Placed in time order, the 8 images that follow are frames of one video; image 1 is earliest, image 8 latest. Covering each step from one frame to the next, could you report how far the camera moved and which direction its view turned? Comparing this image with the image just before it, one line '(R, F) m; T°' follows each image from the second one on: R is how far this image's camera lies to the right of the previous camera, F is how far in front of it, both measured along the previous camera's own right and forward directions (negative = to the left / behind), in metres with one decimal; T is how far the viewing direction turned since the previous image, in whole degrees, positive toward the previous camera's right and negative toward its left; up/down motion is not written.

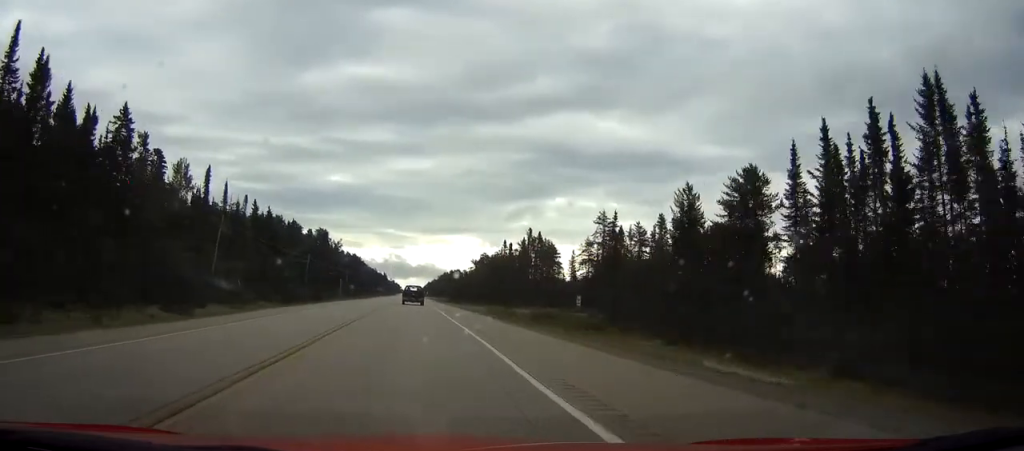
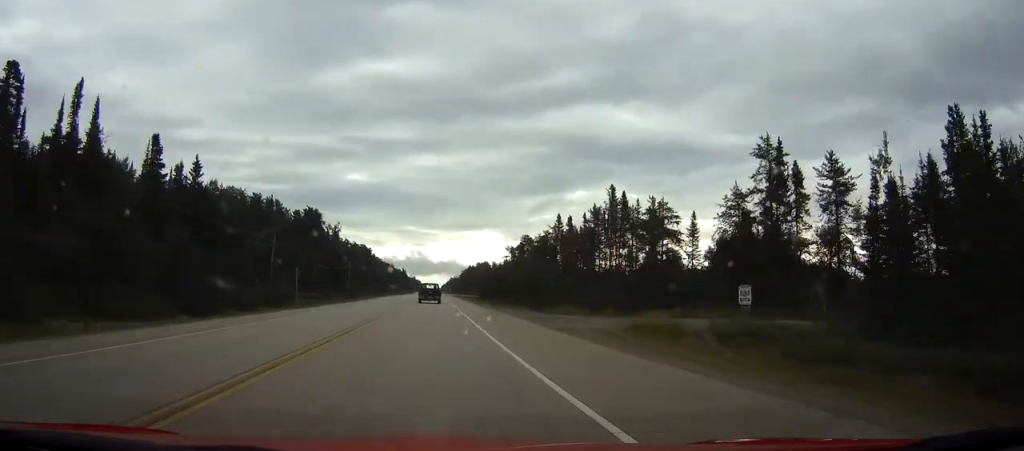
(0.0, +47.7) m; -3°
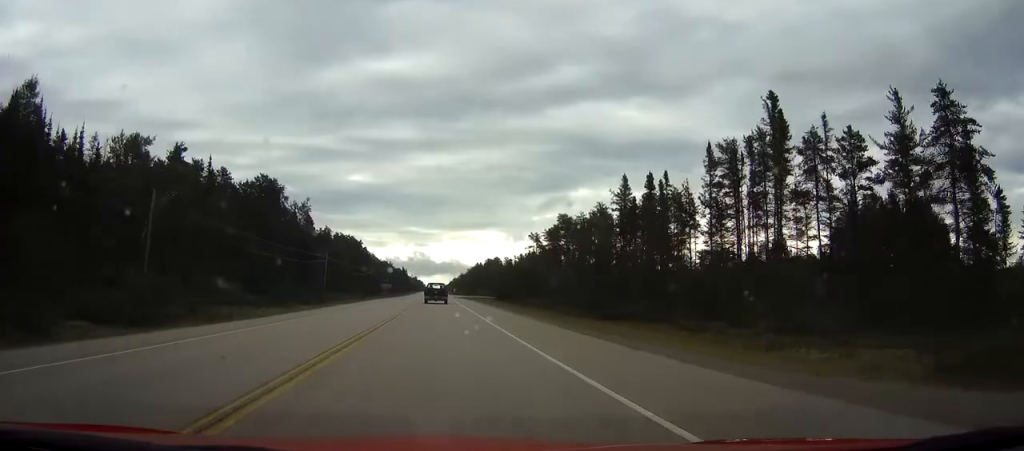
(-2.4, +42.8) m; -3°
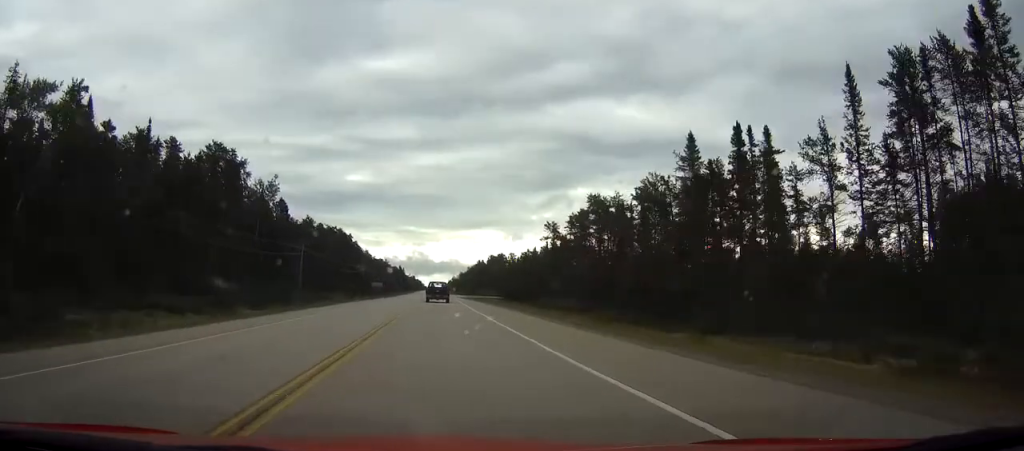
(+0.1, +23.5) m; 0°
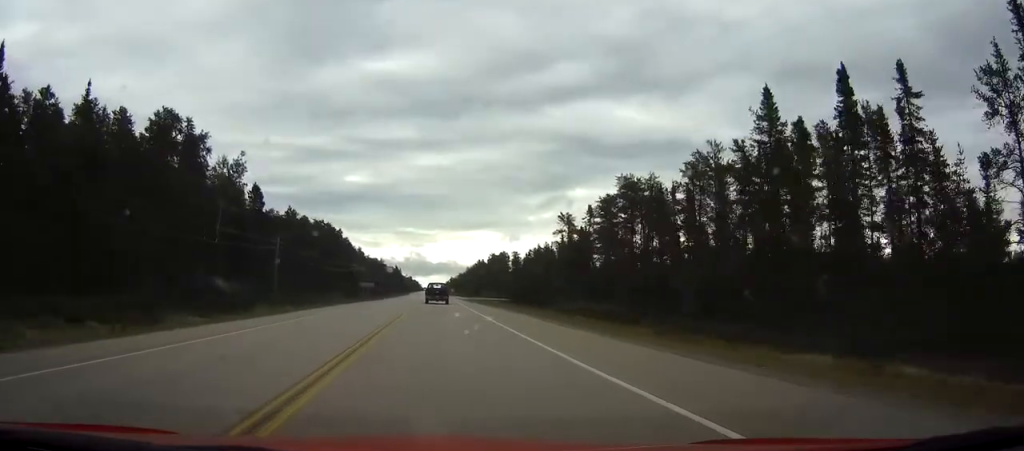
(0.0, +16.4) m; 0°
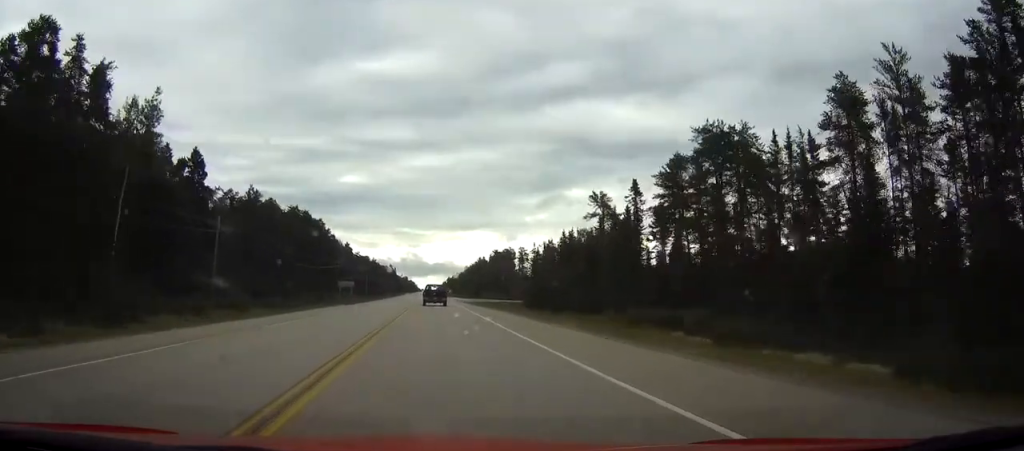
(+0.1, +25.7) m; 0°
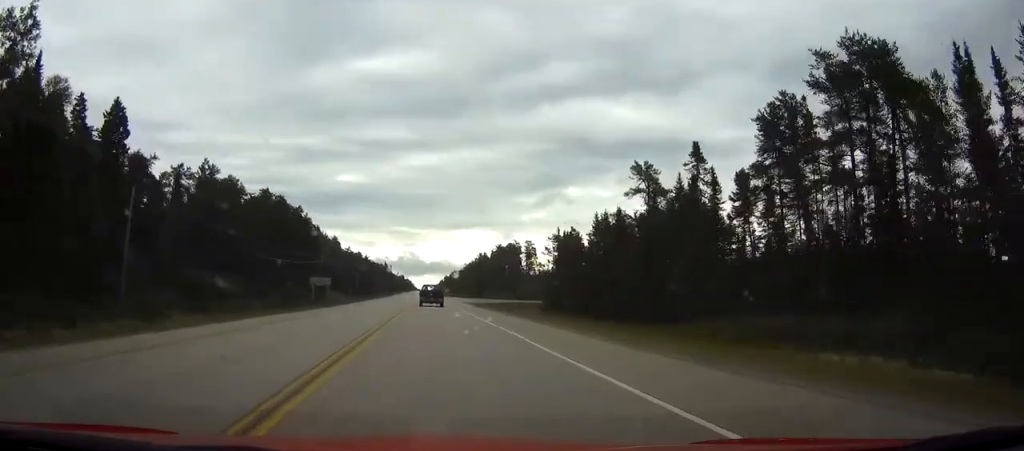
(0.0, +20.6) m; 0°
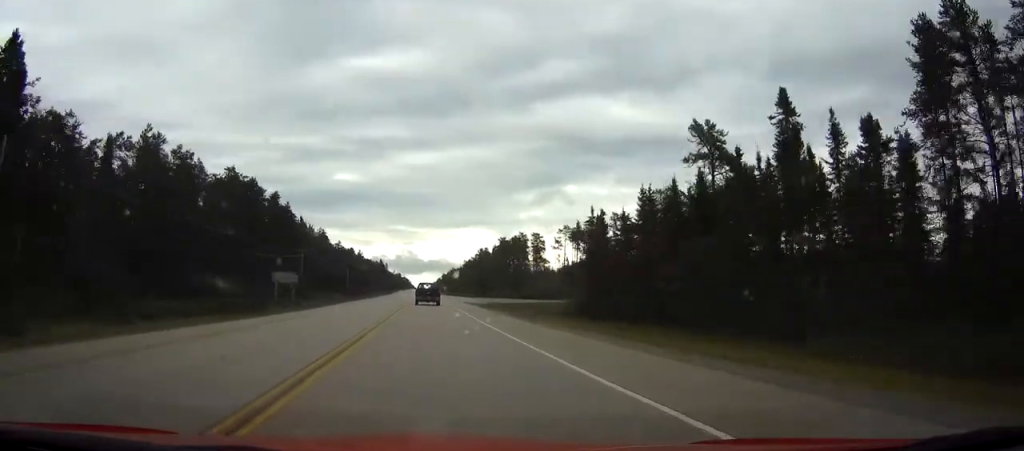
(0.0, +17.6) m; 0°
